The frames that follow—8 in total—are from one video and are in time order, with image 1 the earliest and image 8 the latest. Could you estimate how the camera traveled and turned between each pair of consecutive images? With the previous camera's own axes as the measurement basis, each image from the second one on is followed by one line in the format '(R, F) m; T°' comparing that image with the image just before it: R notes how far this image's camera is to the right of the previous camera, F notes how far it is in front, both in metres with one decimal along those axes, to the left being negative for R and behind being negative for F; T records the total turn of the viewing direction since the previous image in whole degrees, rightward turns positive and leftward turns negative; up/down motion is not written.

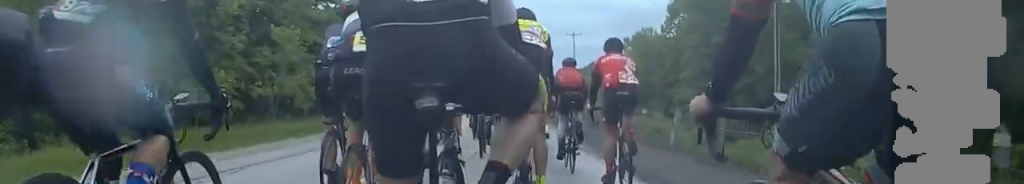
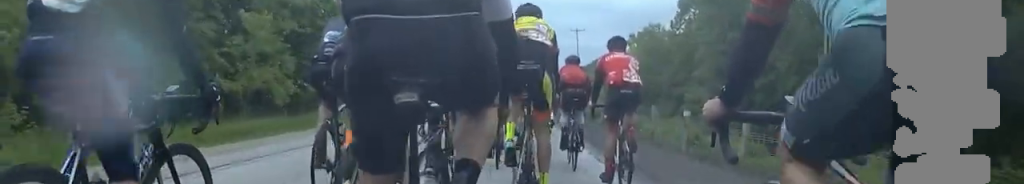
(+0.3, +3.3) m; +2°
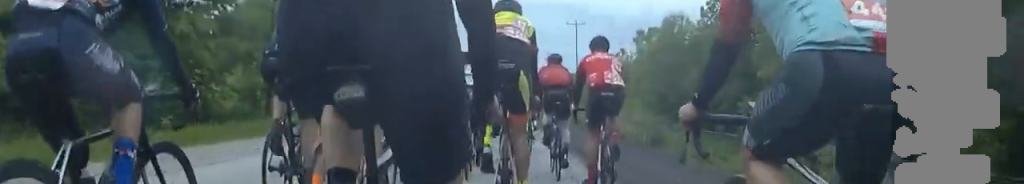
(+0.2, +14.4) m; +1°
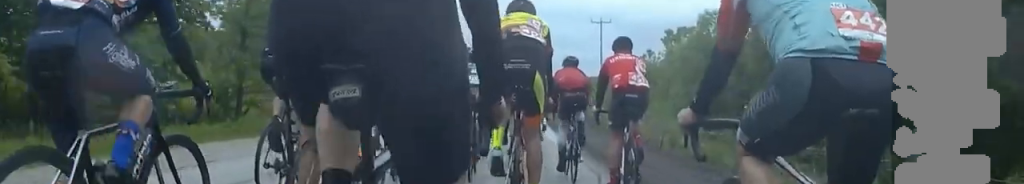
(0.0, +5.6) m; 0°
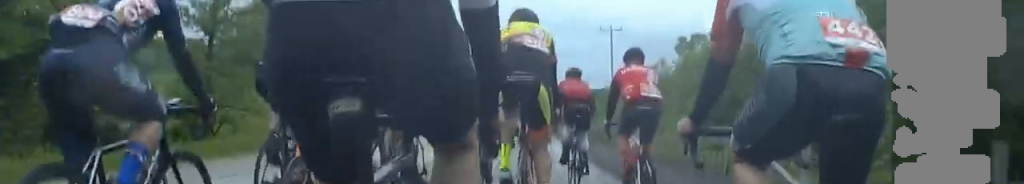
(-0.2, +3.8) m; 0°
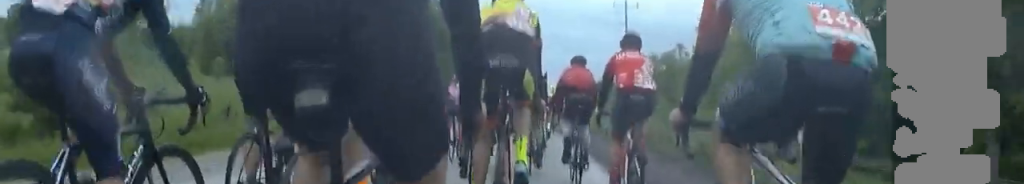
(+0.3, +9.0) m; 0°
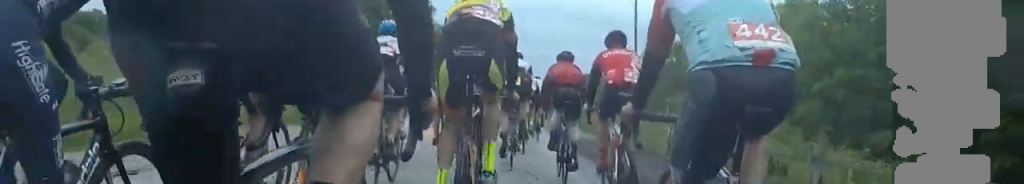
(-0.6, +14.6) m; -3°
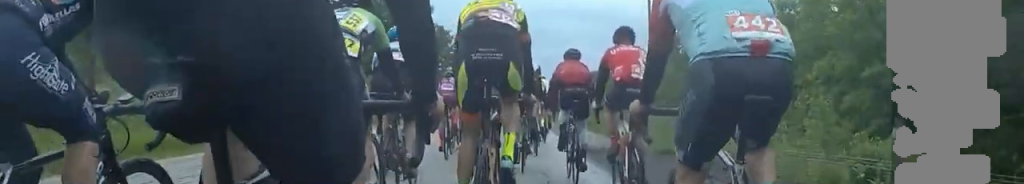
(0.0, +5.0) m; 0°
